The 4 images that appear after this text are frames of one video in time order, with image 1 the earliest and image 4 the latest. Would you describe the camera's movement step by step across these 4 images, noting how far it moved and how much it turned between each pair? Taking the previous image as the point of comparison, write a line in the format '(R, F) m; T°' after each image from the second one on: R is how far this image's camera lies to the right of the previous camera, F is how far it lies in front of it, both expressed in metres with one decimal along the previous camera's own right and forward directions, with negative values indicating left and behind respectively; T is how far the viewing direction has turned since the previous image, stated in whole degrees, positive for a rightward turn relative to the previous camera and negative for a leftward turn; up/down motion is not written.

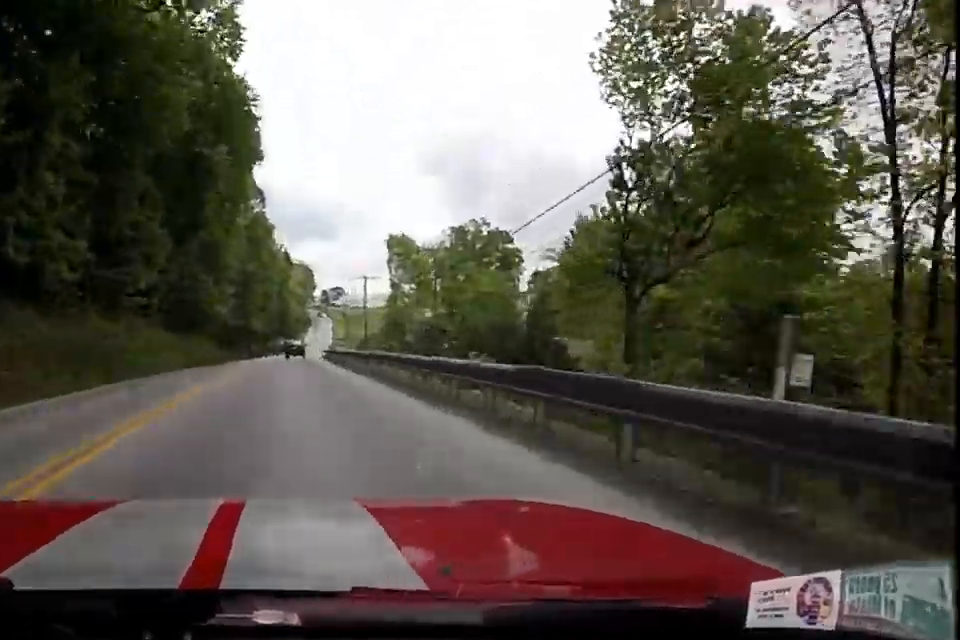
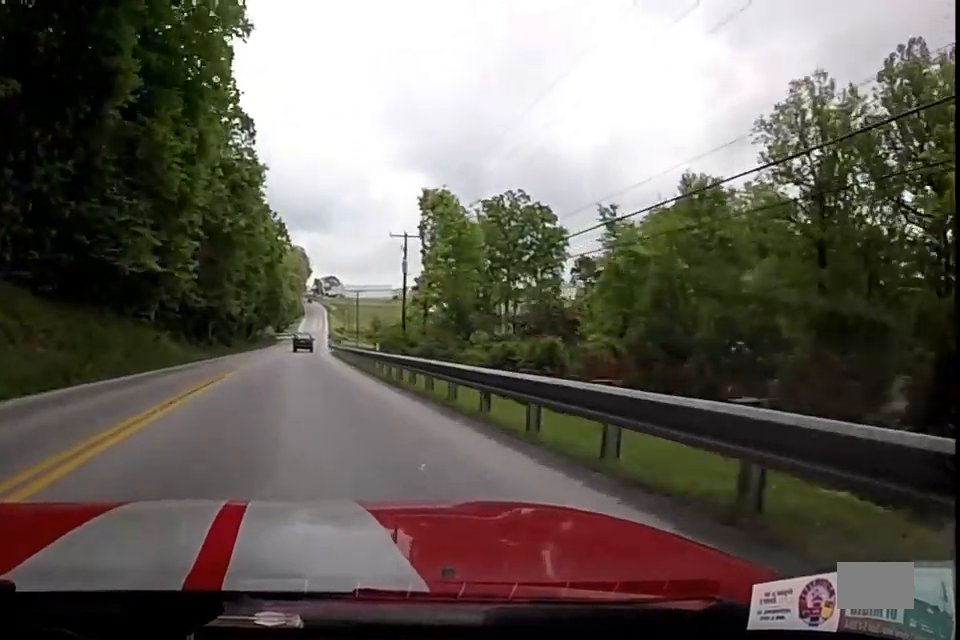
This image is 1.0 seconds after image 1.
(+1.3, +25.4) m; +1°
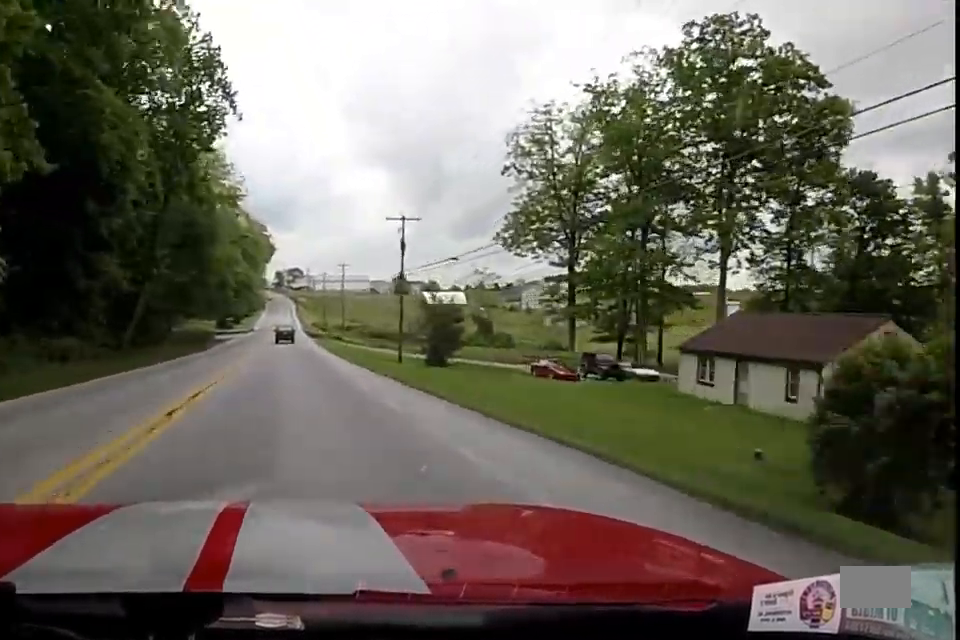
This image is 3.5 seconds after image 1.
(+1.0, +68.8) m; +3°
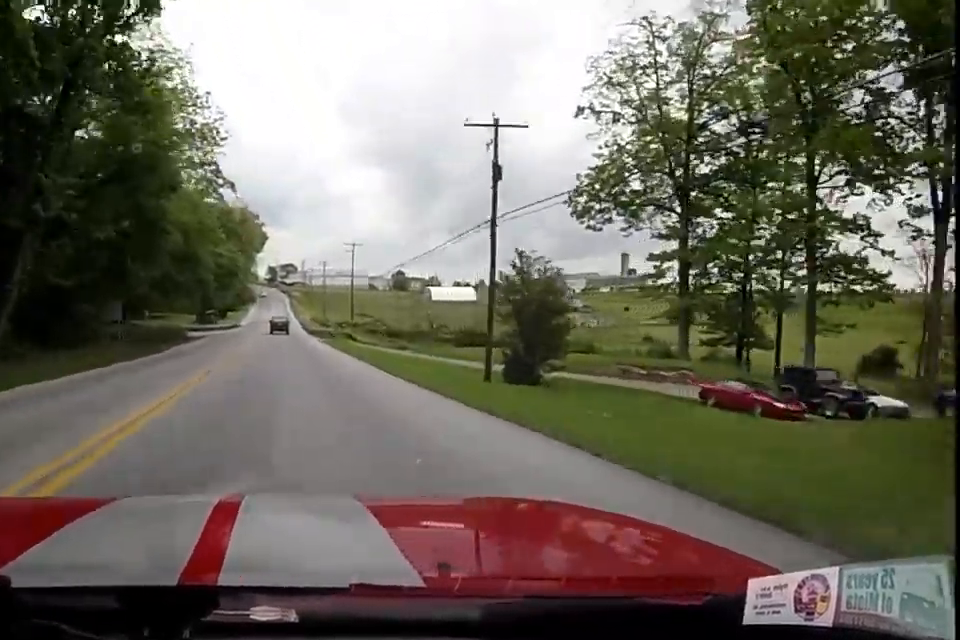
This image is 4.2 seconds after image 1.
(0.0, +20.1) m; 0°
